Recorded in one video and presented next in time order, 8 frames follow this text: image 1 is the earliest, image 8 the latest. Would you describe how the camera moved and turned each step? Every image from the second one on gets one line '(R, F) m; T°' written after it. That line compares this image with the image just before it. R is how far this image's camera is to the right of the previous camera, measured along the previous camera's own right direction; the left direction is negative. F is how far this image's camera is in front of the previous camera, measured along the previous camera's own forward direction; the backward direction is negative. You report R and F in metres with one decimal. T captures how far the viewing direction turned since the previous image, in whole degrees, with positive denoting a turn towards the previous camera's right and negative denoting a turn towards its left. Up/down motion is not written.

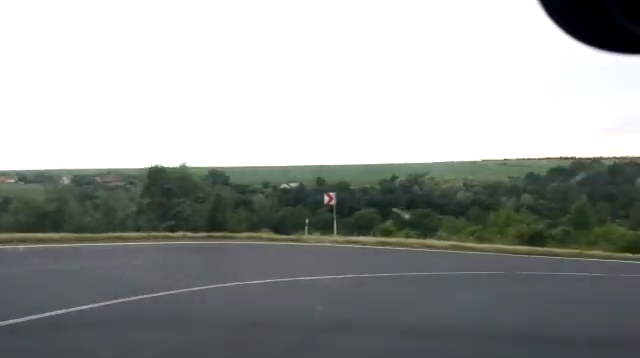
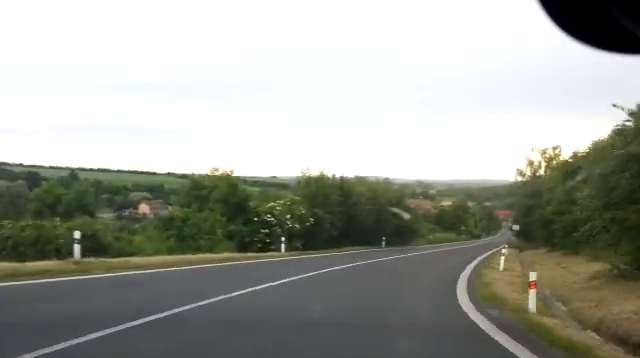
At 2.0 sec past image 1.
(+7.6, +15.6) m; +52°
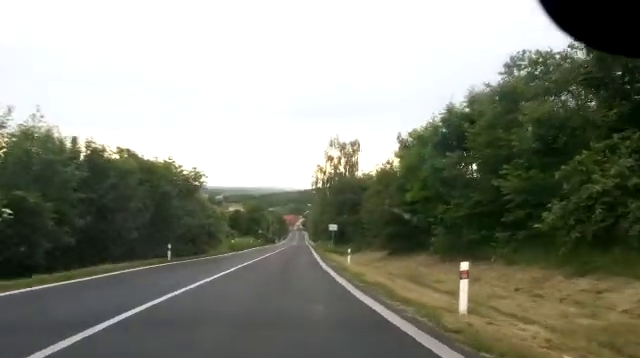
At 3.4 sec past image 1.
(+3.9, +15.0) m; +16°
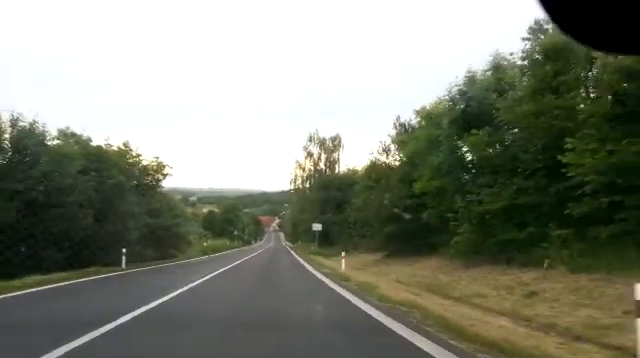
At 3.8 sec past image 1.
(-0.1, +4.8) m; +1°
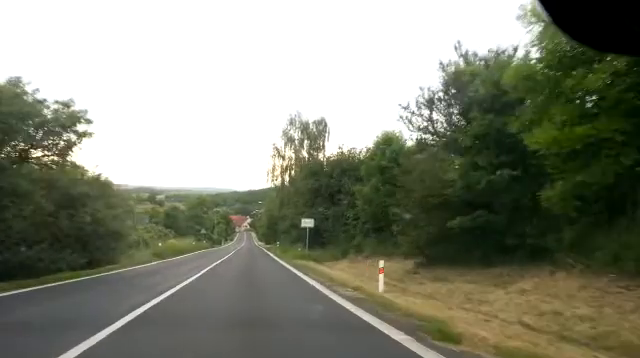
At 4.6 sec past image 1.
(+0.3, +10.4) m; +2°
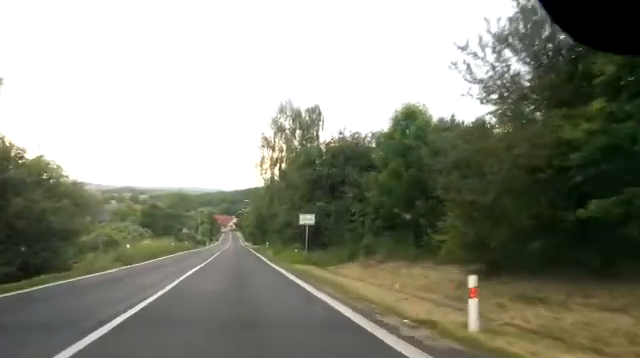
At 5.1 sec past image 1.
(+0.1, +5.9) m; +1°
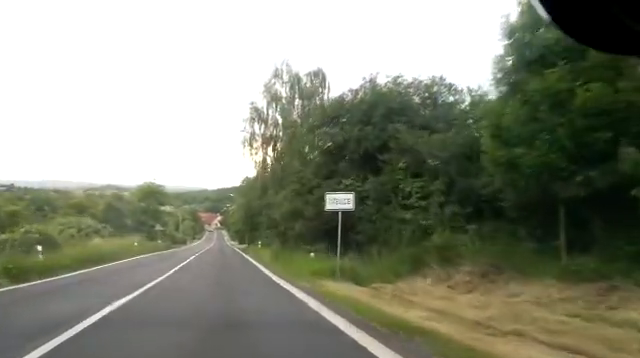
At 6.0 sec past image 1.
(0.0, +11.9) m; -2°
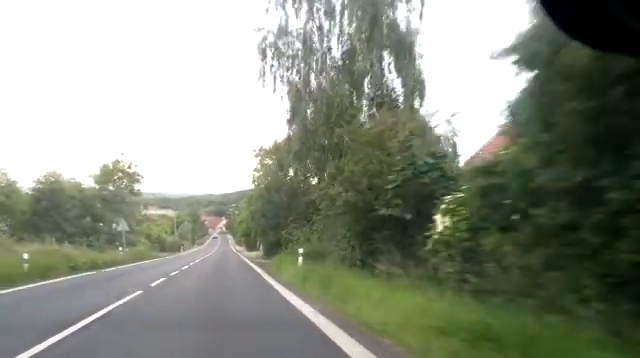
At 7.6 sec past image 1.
(+0.2, +22.9) m; +3°
